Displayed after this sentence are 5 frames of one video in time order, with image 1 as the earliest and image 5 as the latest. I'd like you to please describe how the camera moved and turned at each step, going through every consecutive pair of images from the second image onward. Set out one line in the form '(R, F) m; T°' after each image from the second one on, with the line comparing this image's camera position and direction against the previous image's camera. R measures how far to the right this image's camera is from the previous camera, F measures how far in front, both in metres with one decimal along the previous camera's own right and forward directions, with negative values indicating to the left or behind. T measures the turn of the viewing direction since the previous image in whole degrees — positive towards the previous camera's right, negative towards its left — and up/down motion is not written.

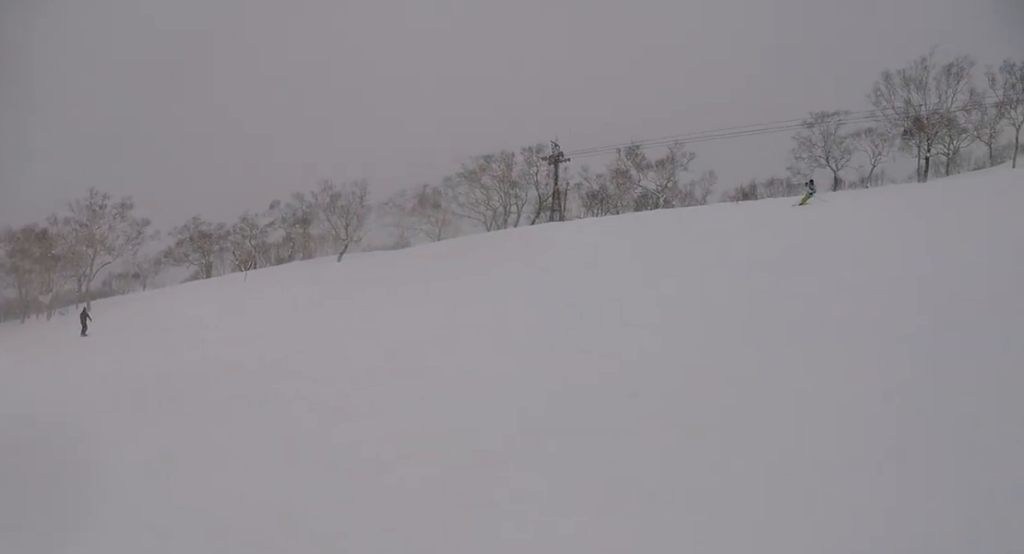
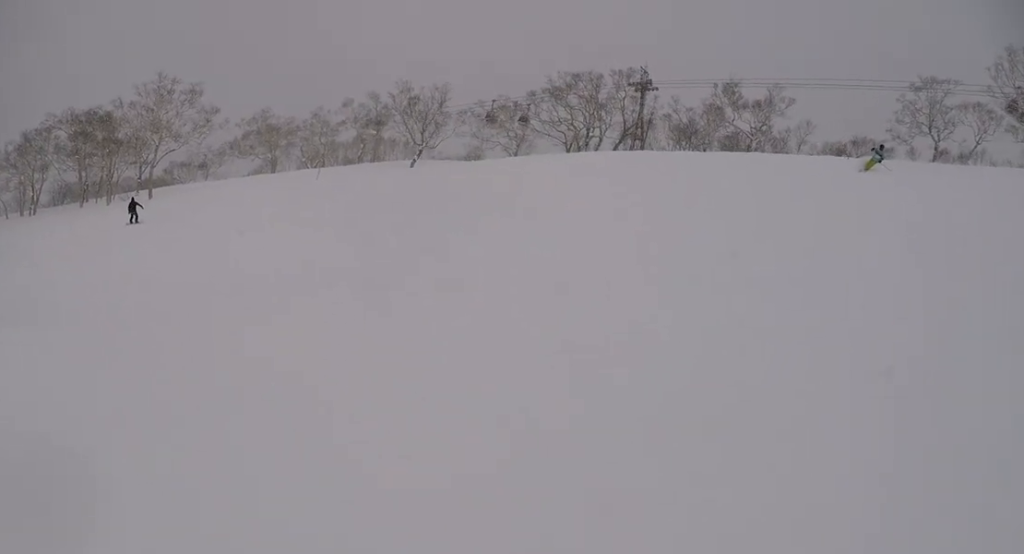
(+0.1, +2.6) m; +6°
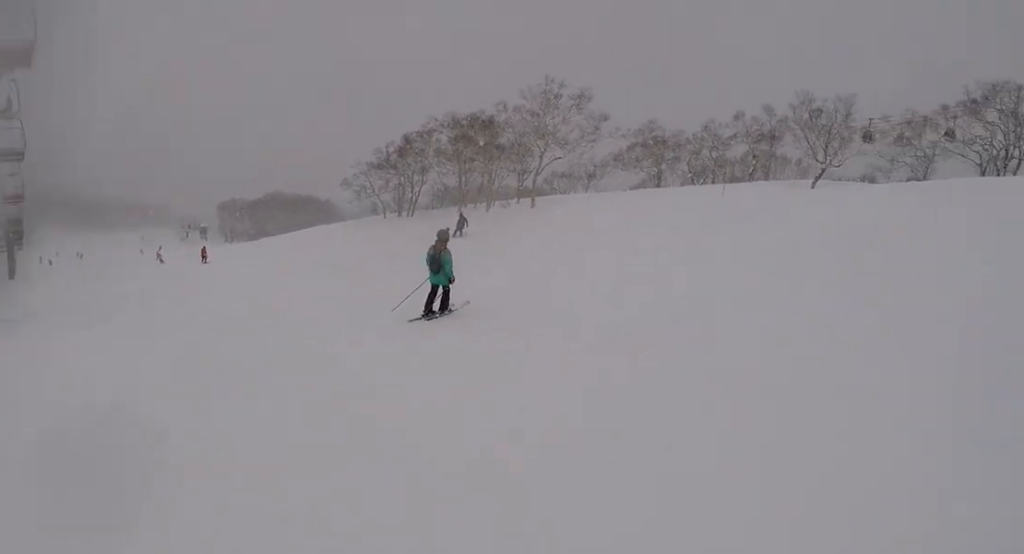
(+0.6, +5.6) m; +12°
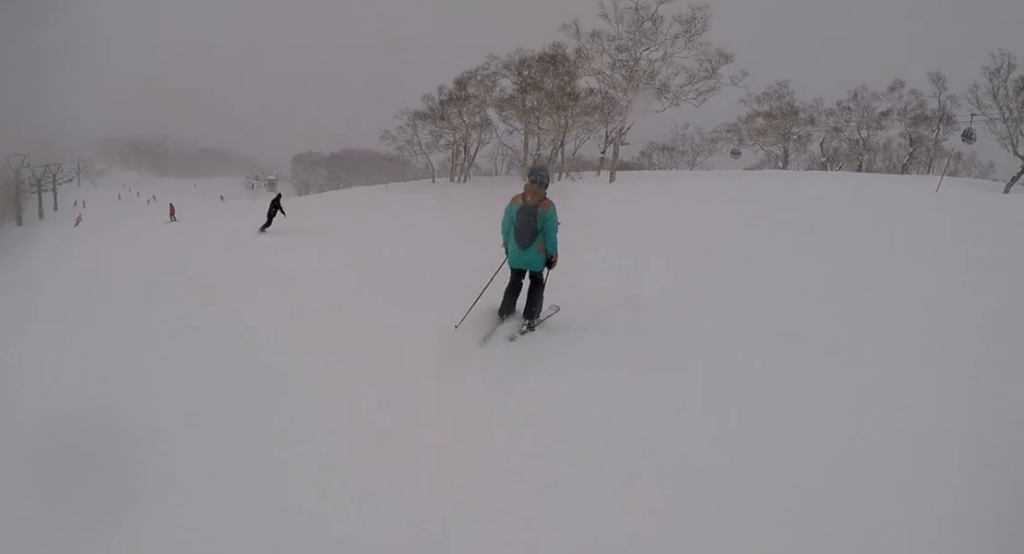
(+1.4, +17.7) m; -2°
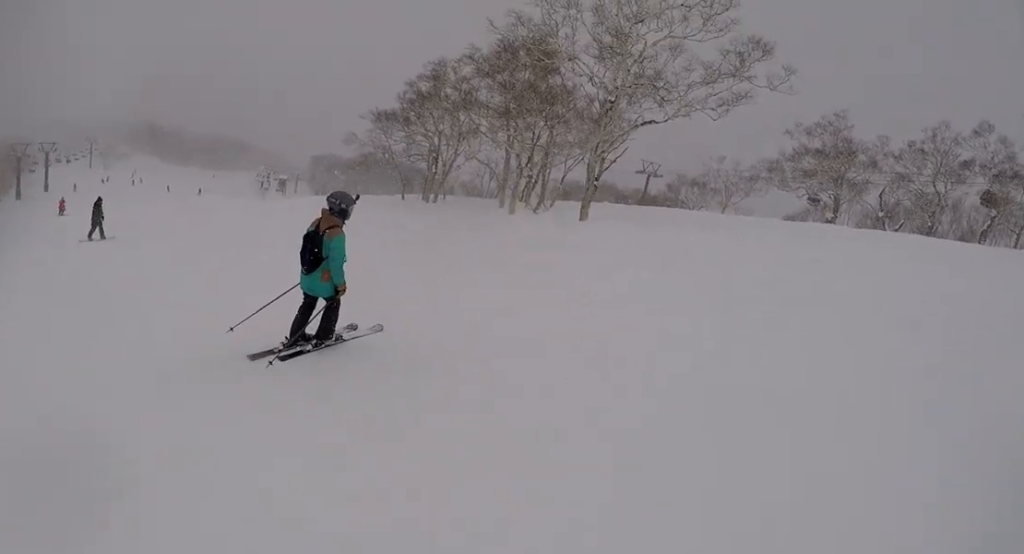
(-2.5, +12.7) m; +3°
